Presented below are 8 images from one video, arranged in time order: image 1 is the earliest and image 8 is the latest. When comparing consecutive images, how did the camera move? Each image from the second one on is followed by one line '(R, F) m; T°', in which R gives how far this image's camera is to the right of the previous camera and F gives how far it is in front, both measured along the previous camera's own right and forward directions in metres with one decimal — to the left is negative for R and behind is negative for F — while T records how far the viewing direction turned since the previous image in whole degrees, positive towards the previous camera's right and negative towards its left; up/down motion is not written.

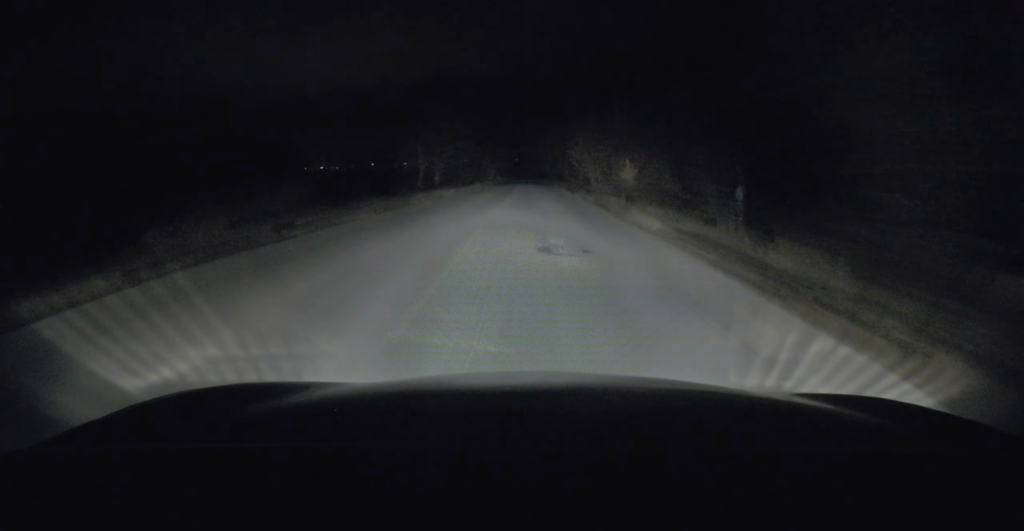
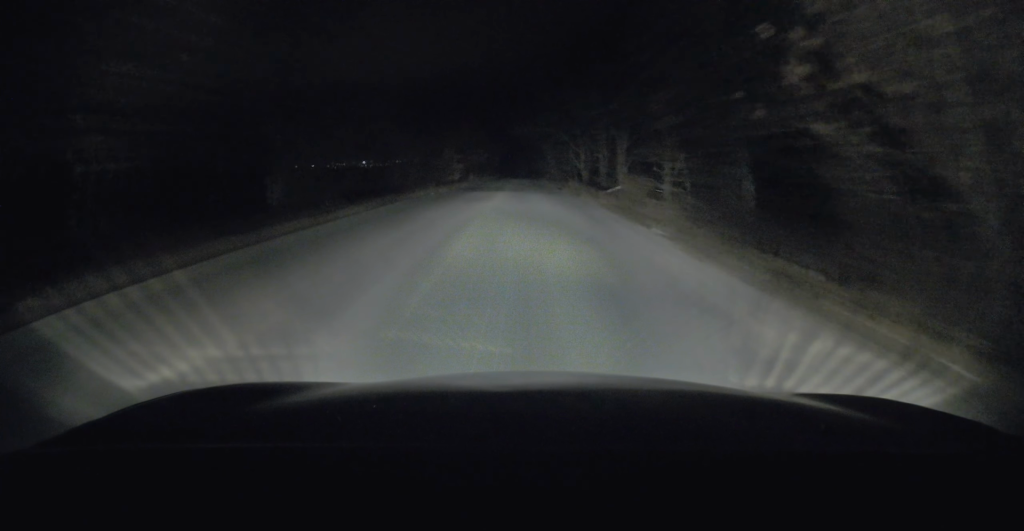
(0.0, +40.2) m; 0°
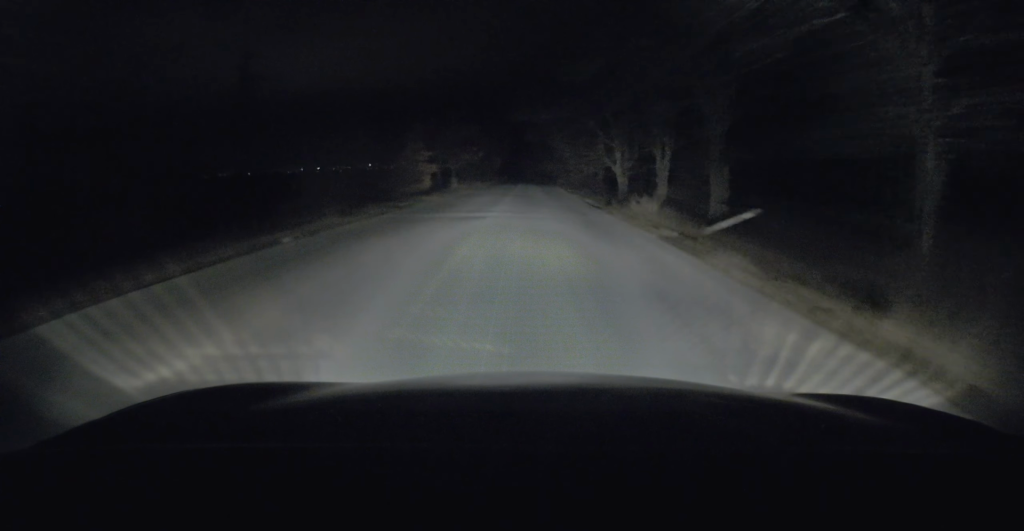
(0.0, +20.8) m; -1°
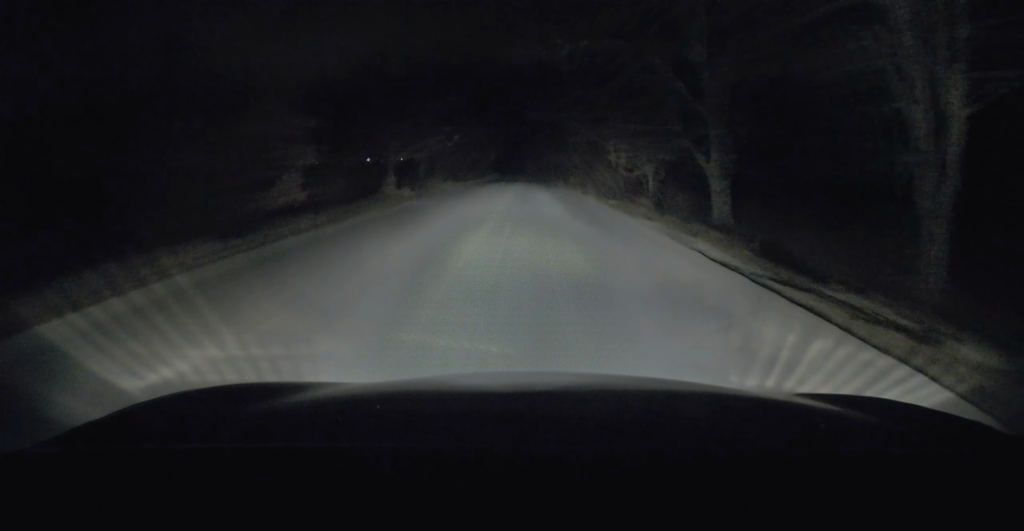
(-0.4, +22.4) m; 0°
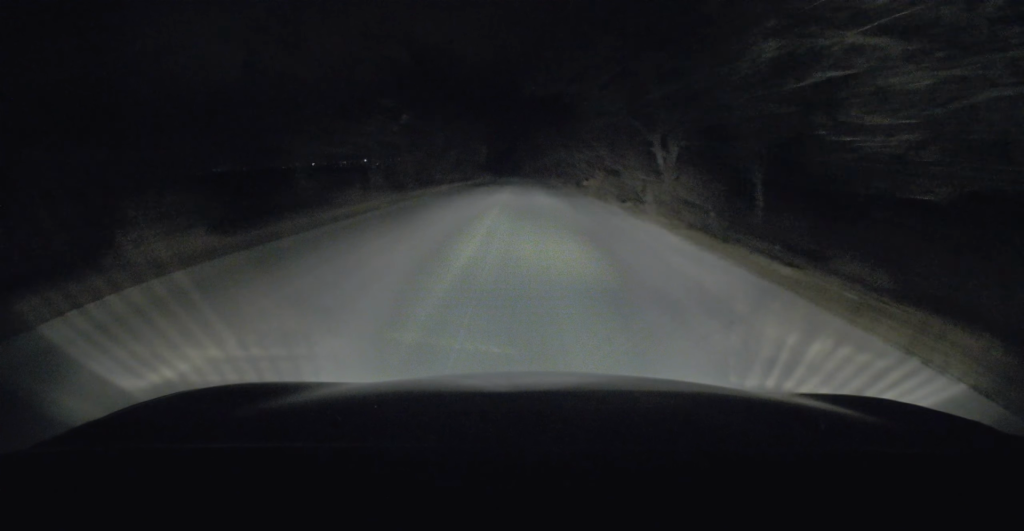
(+0.4, +16.6) m; +1°
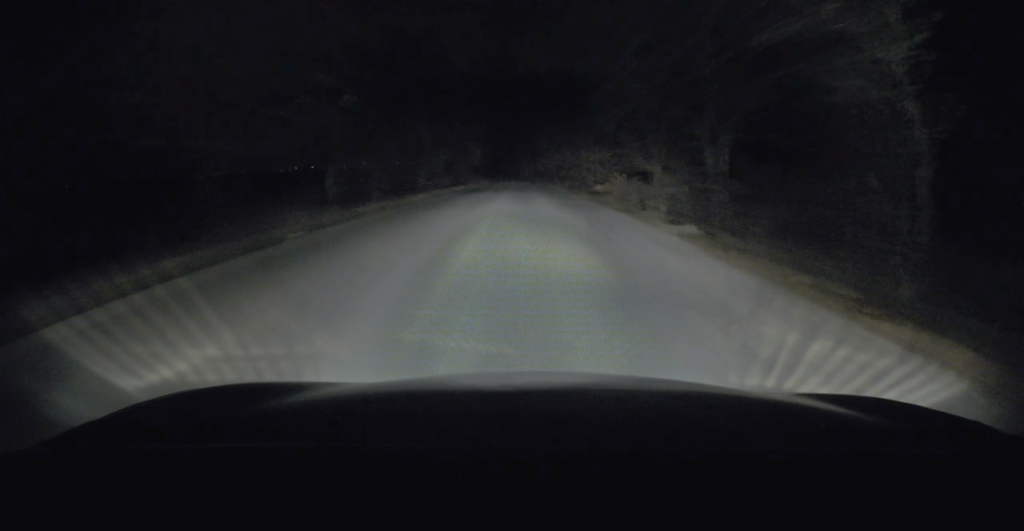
(0.0, +8.0) m; 0°
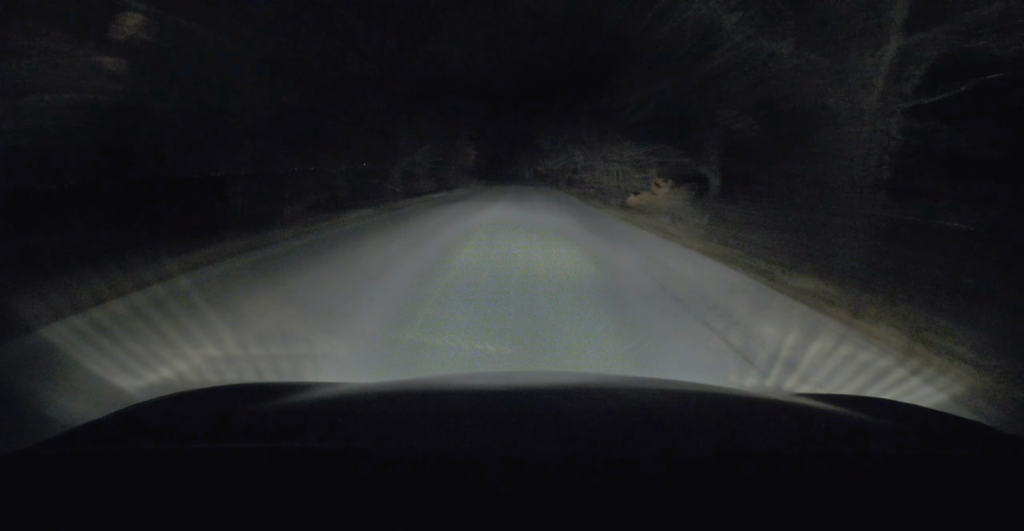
(0.0, +10.3) m; 0°
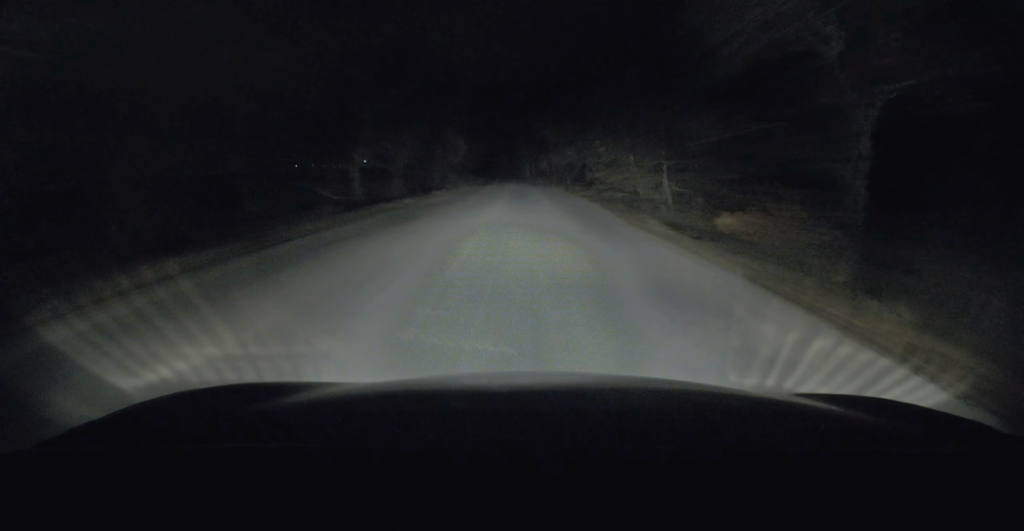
(0.0, +10.8) m; 0°
